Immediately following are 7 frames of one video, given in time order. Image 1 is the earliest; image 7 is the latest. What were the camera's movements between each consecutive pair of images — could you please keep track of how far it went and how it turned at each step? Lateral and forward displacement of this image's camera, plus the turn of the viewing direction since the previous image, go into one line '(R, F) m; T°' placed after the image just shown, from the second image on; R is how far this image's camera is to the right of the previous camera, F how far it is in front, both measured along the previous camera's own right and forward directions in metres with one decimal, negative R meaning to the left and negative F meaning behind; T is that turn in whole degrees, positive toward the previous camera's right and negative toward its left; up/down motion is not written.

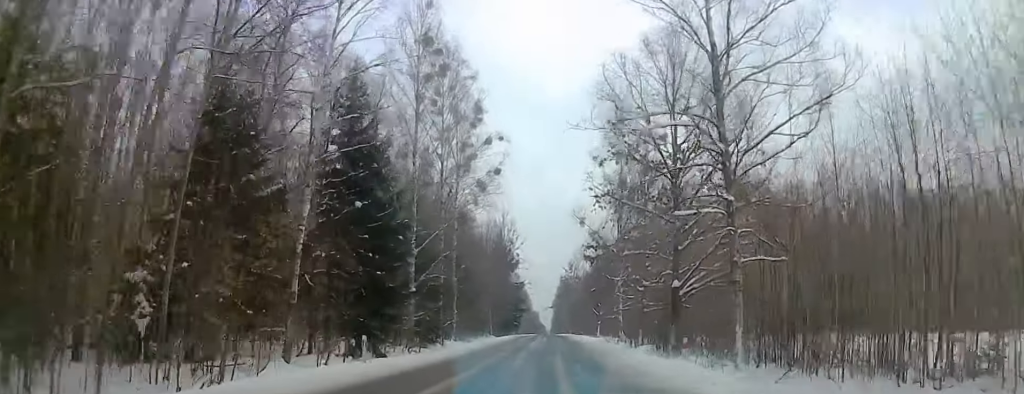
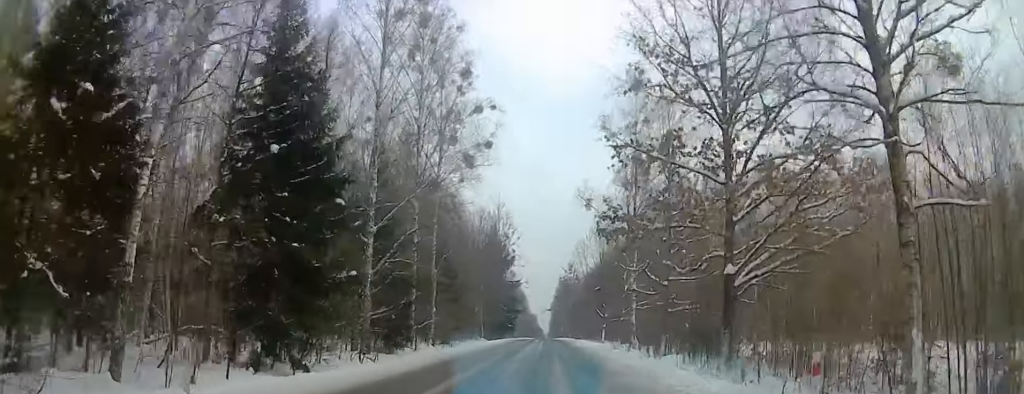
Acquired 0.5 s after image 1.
(0.0, +10.1) m; 0°
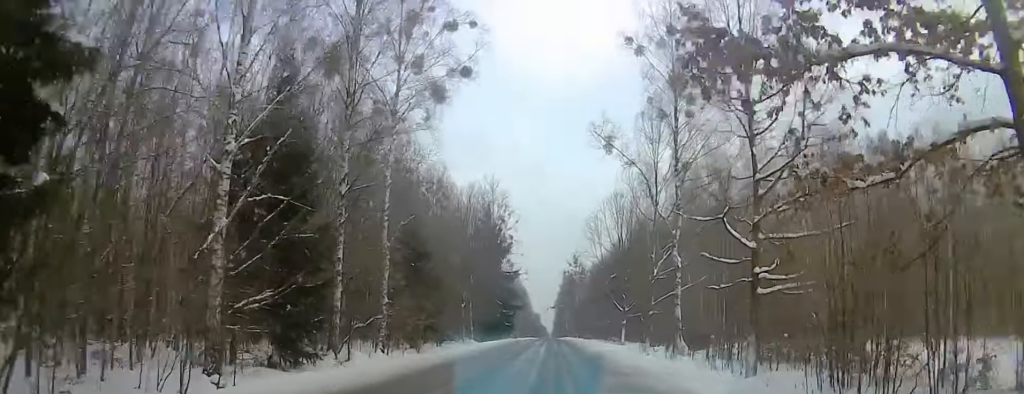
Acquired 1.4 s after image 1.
(0.0, +16.4) m; 0°
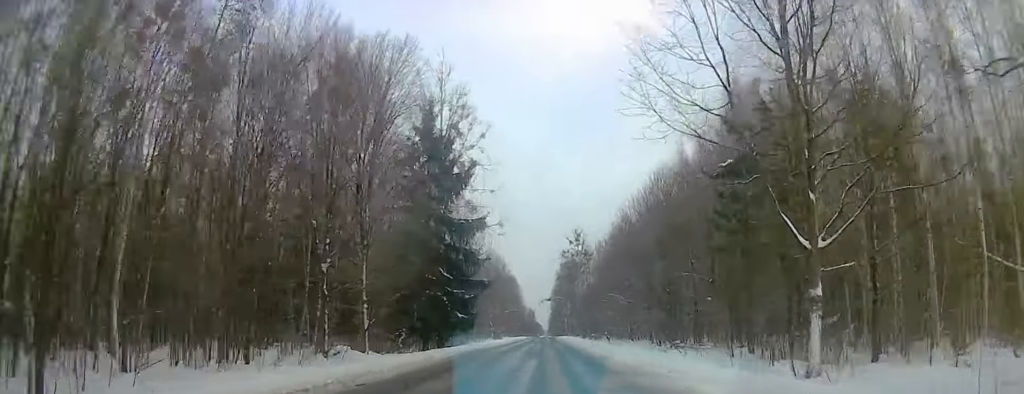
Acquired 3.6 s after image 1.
(0.0, +41.1) m; 0°
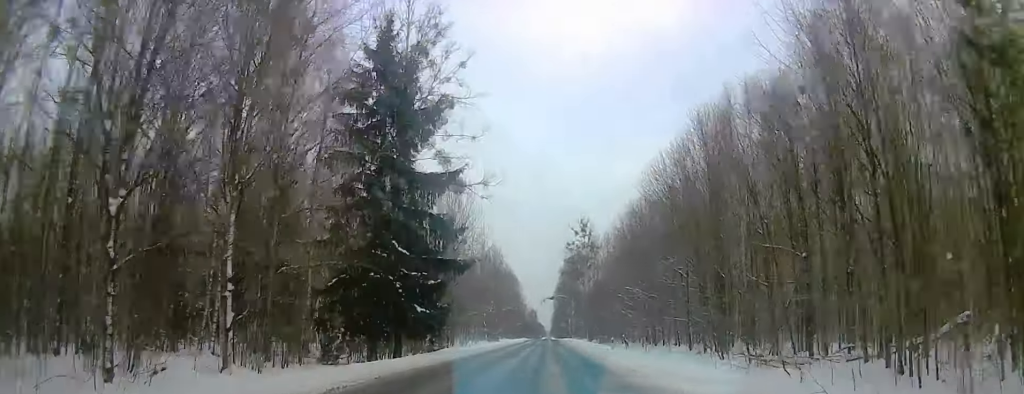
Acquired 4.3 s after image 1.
(0.0, +14.6) m; 0°
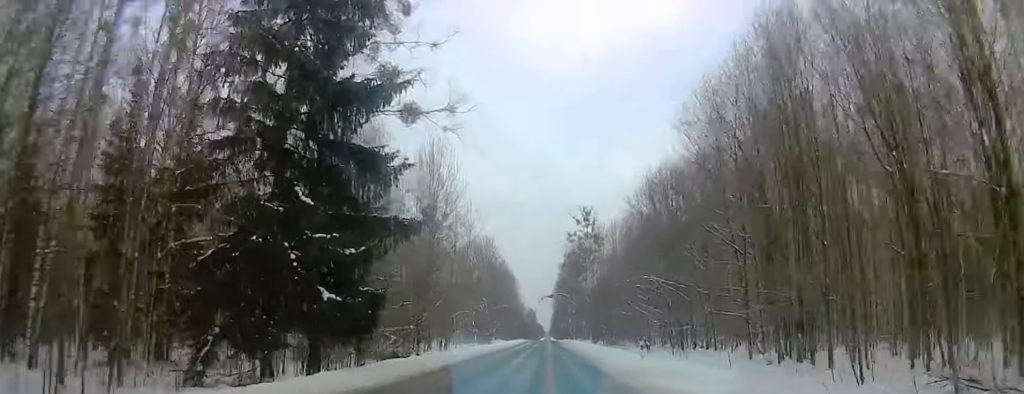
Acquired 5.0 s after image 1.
(0.0, +12.6) m; 0°
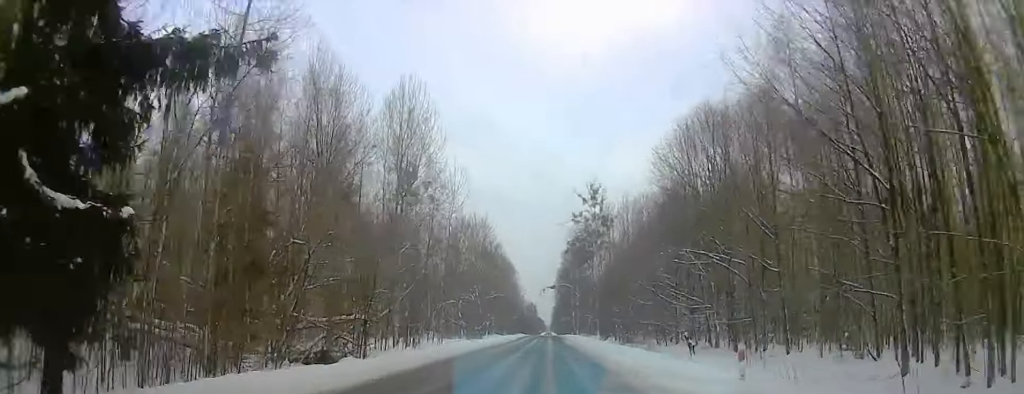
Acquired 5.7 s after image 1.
(0.0, +13.3) m; 0°
